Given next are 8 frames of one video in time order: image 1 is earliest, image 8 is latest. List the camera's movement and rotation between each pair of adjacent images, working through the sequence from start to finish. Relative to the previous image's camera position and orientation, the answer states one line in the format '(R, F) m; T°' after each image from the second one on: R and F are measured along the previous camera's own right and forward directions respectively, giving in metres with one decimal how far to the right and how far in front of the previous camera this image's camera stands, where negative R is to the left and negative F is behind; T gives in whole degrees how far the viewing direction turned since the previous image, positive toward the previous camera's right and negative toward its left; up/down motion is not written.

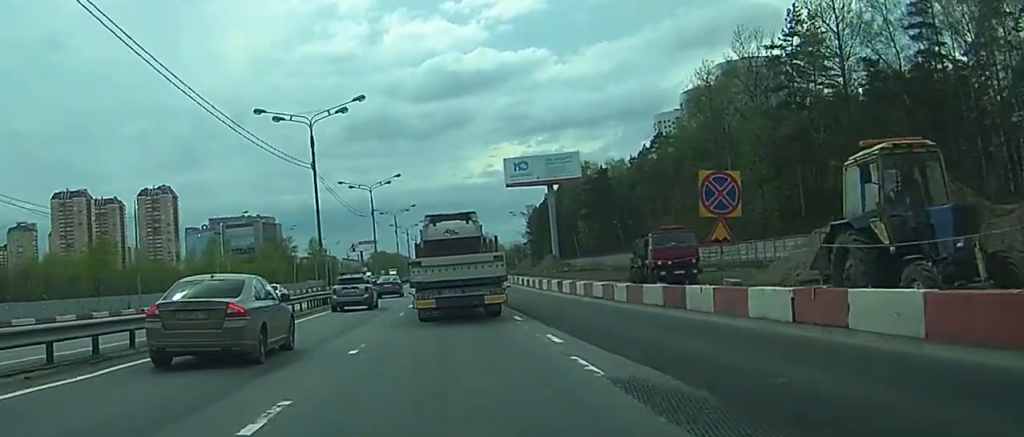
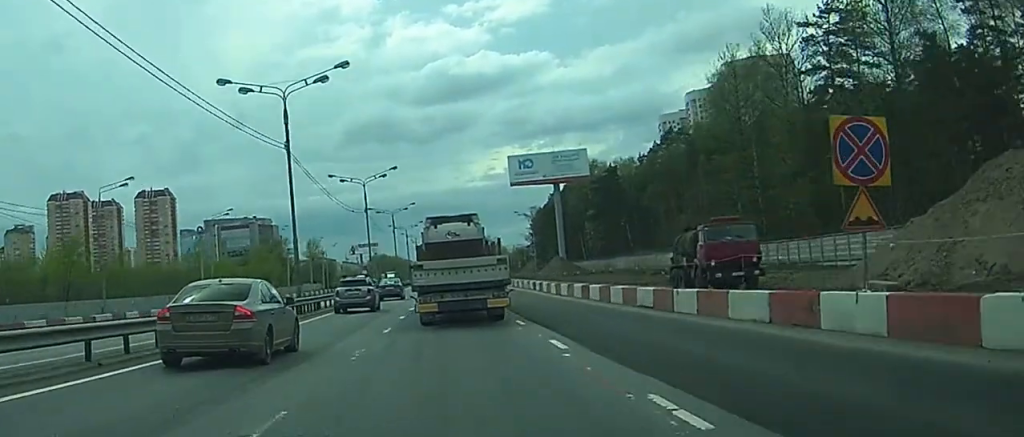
(-0.1, +8.1) m; -1°
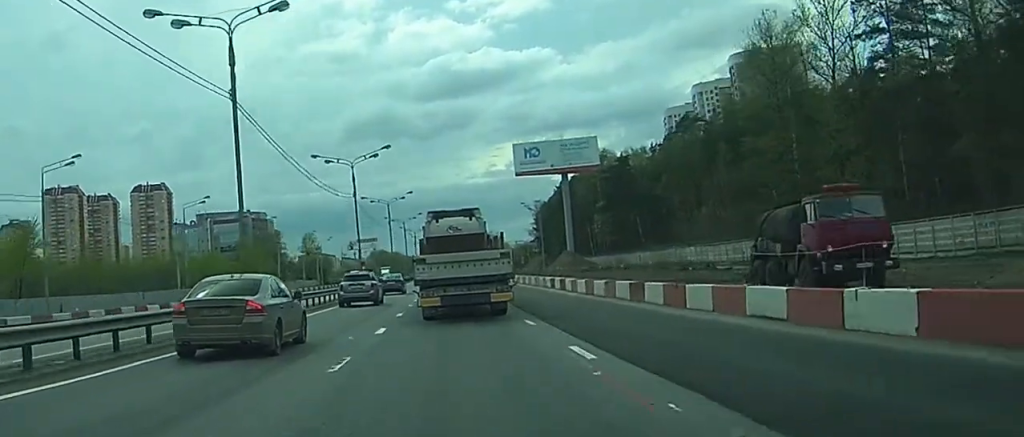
(-0.2, +10.2) m; -1°
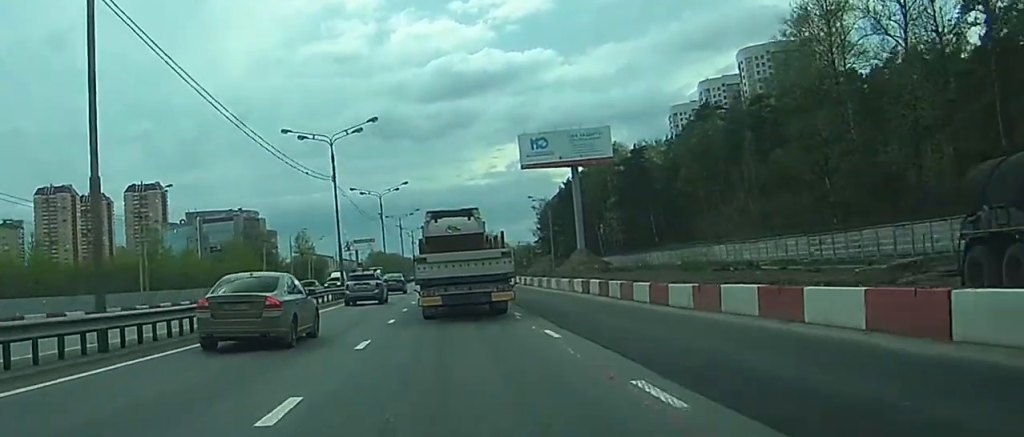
(-0.2, +12.4) m; -1°
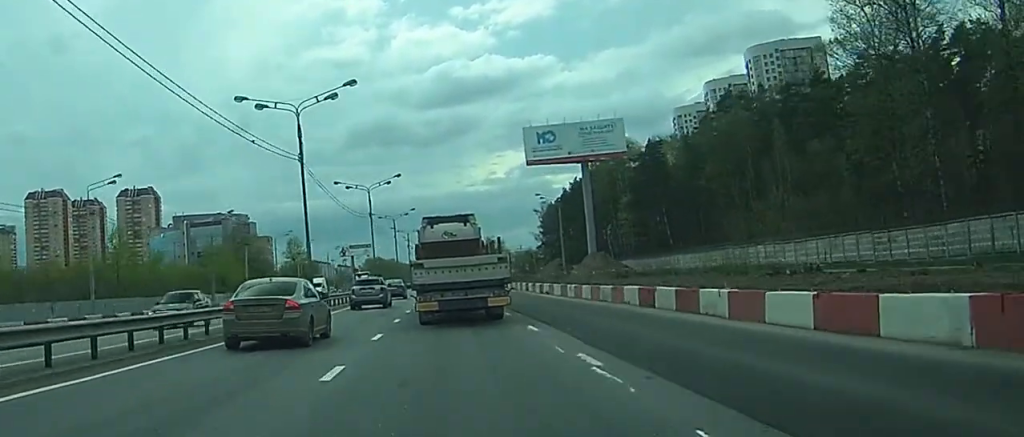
(0.0, +12.3) m; +1°
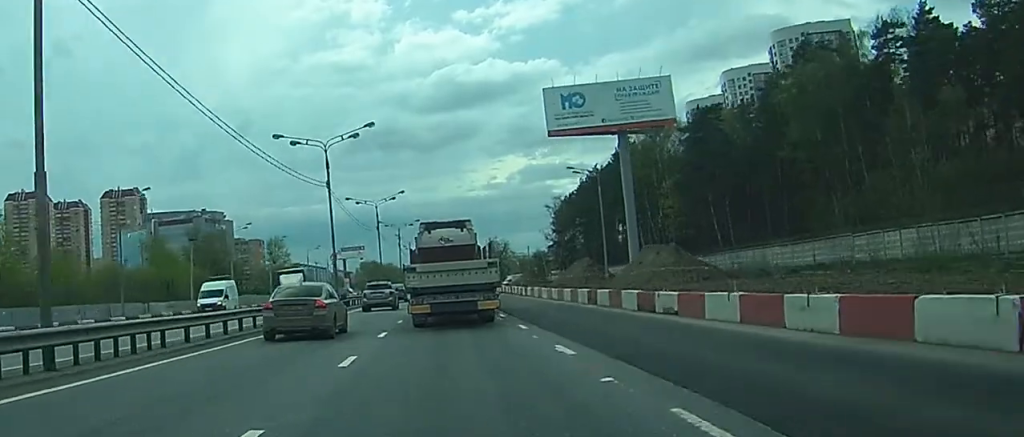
(+0.5, +29.2) m; +1°
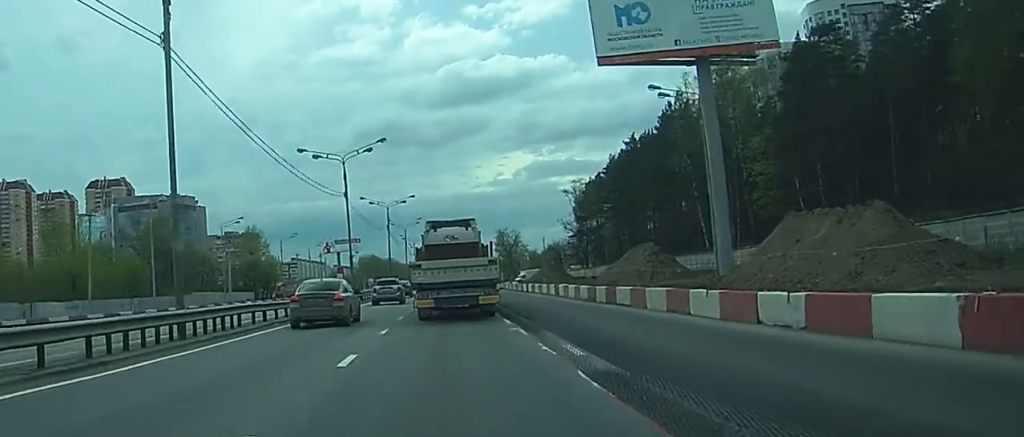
(-0.9, +32.1) m; -3°
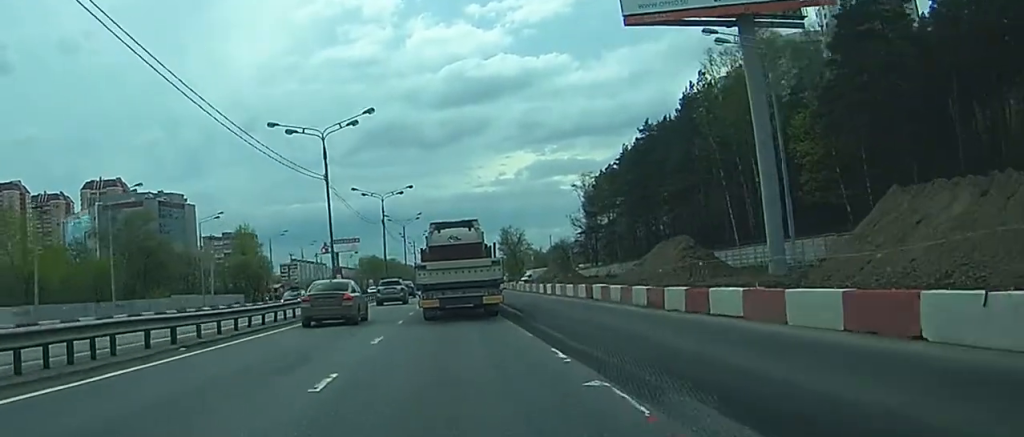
(-0.1, +10.8) m; 0°
